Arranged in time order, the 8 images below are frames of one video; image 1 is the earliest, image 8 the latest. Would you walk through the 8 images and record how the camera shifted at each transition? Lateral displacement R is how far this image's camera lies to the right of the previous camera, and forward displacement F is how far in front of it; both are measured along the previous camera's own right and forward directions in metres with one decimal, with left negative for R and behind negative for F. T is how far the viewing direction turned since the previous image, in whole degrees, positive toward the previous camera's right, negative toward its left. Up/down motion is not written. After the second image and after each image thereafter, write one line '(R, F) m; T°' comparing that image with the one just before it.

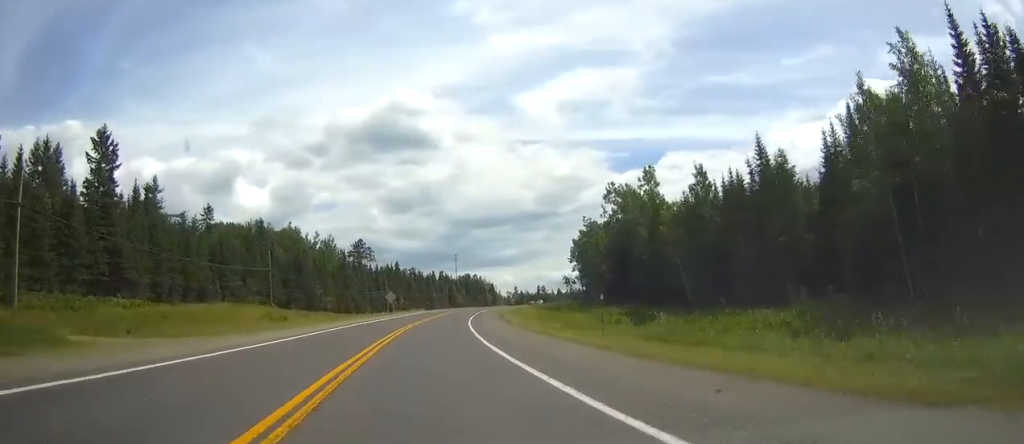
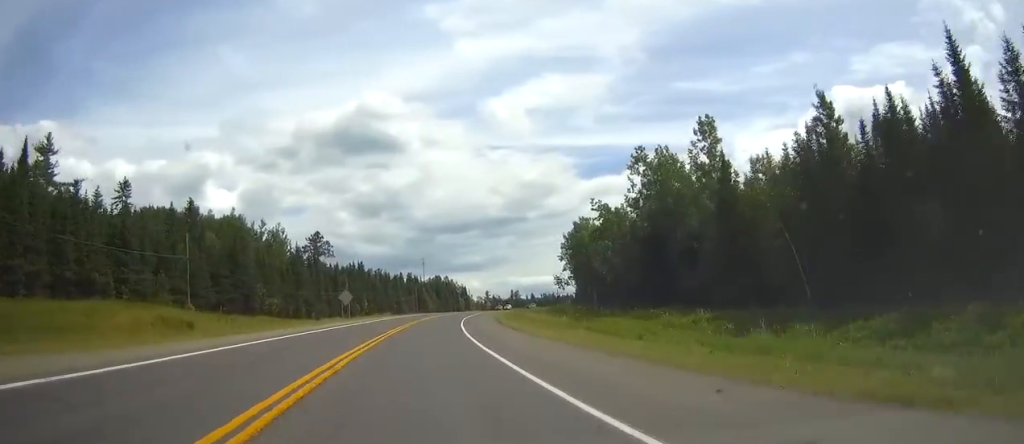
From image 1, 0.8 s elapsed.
(0.0, +23.8) m; 0°
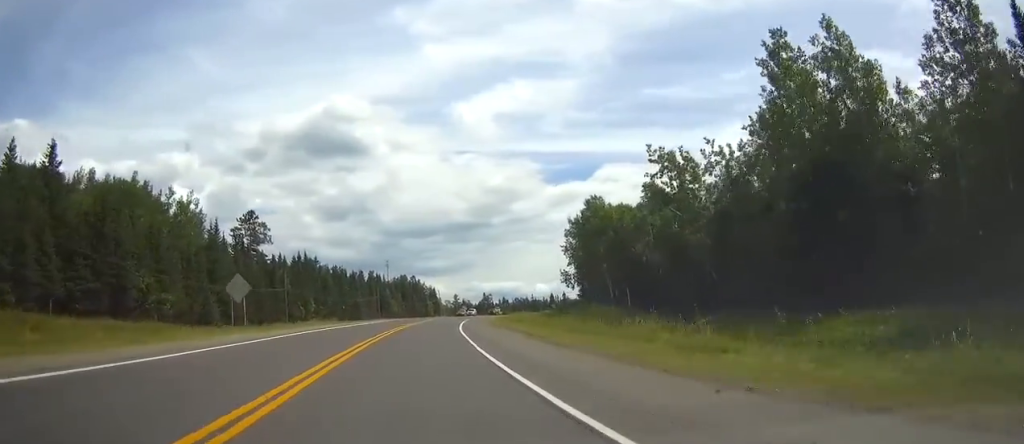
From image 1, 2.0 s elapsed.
(0.0, +33.6) m; 0°
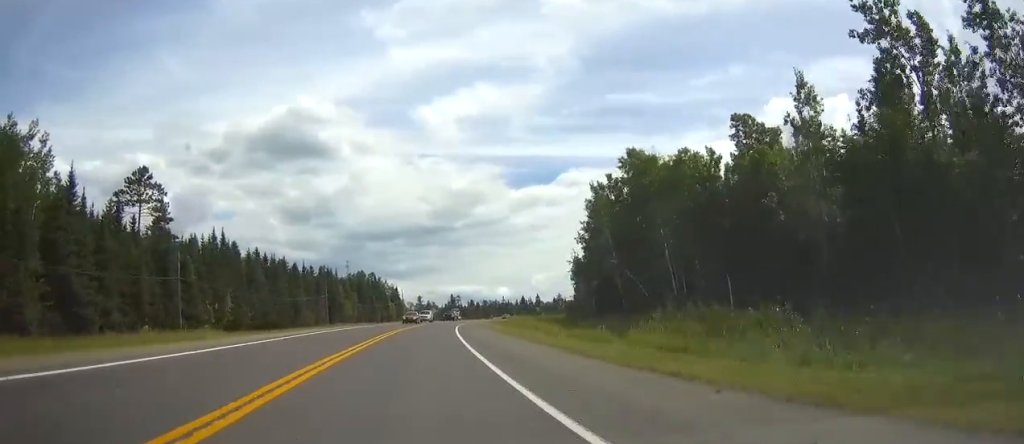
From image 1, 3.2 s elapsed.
(+1.5, +34.6) m; +8°
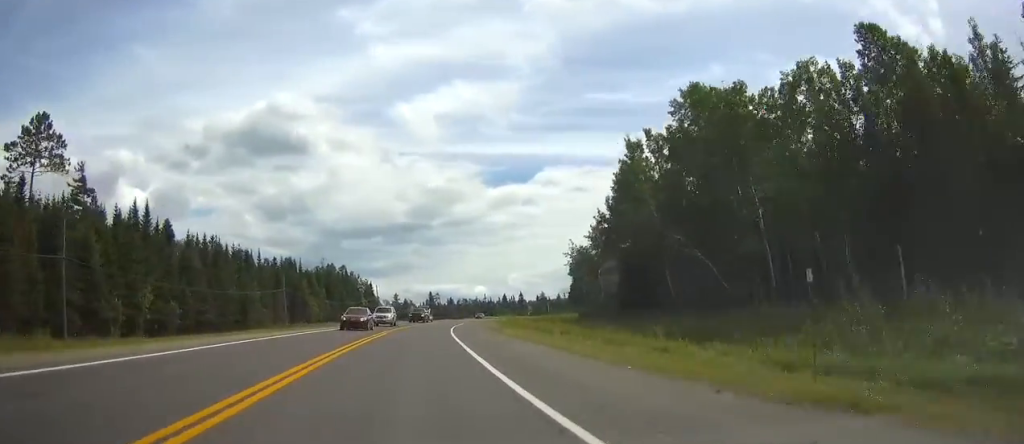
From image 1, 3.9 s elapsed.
(+1.5, +21.3) m; +5°
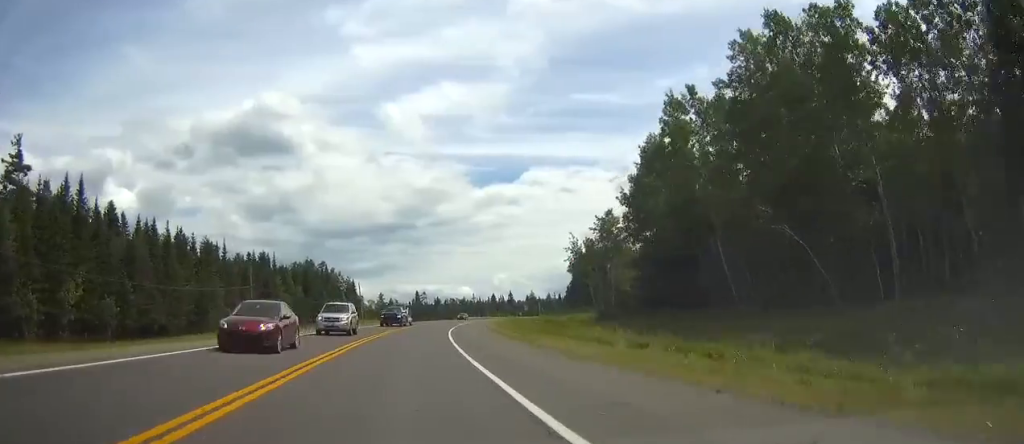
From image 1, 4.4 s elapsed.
(+0.3, +13.7) m; +1°
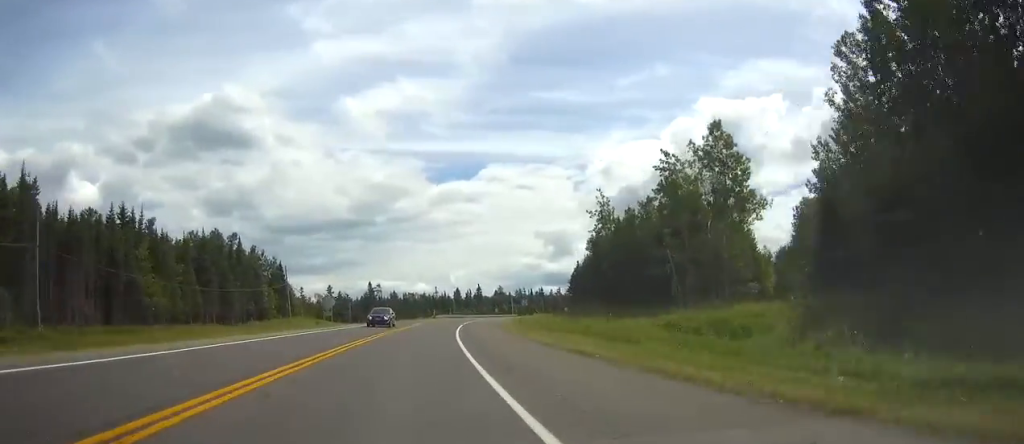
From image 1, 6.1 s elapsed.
(+1.4, +48.8) m; +3°
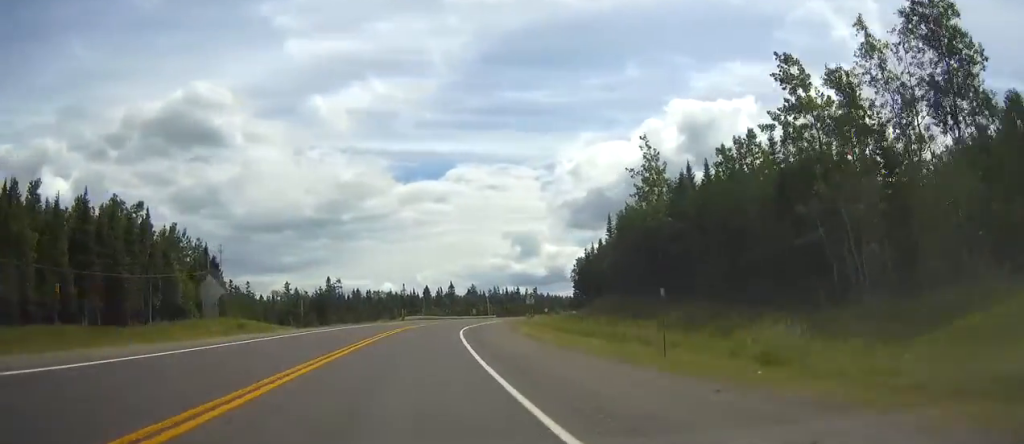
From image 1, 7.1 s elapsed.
(+0.5, +30.4) m; +2°
